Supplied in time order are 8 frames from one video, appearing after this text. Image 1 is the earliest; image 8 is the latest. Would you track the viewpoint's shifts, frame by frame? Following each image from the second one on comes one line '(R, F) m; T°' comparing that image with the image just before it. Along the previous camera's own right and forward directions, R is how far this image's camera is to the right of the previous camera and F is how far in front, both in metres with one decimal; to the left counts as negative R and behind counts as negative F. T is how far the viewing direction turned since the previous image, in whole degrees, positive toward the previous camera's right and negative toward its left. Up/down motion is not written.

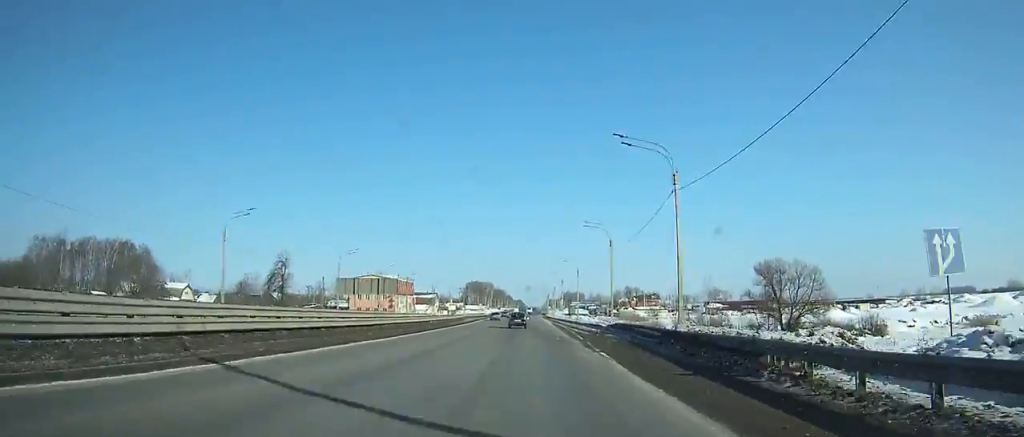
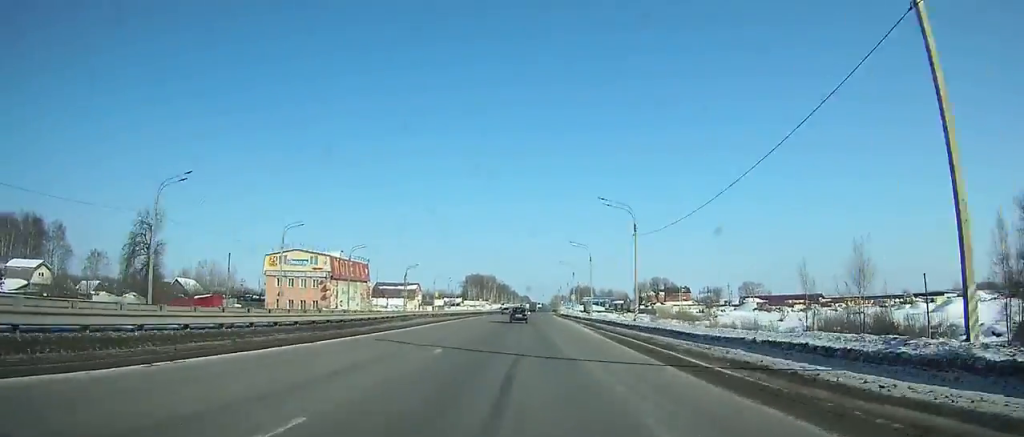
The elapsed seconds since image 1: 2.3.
(-0.2, +48.3) m; 0°
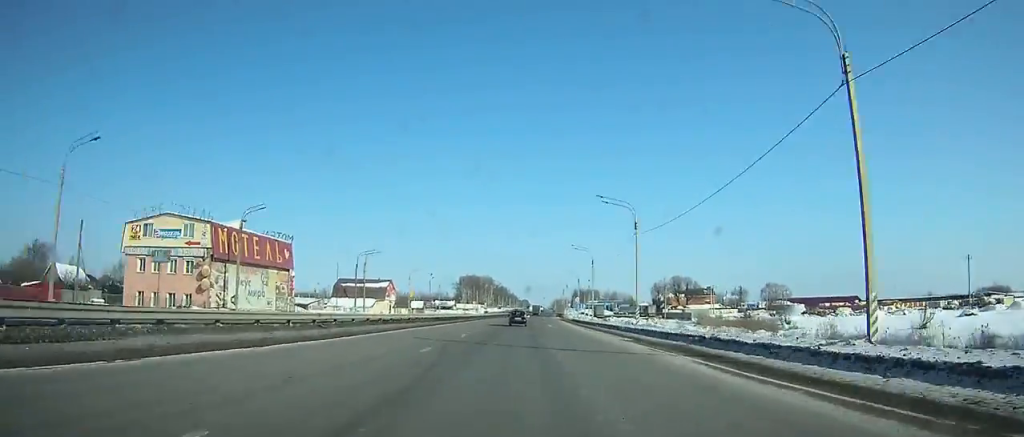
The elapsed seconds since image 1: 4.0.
(-0.2, +35.9) m; 0°
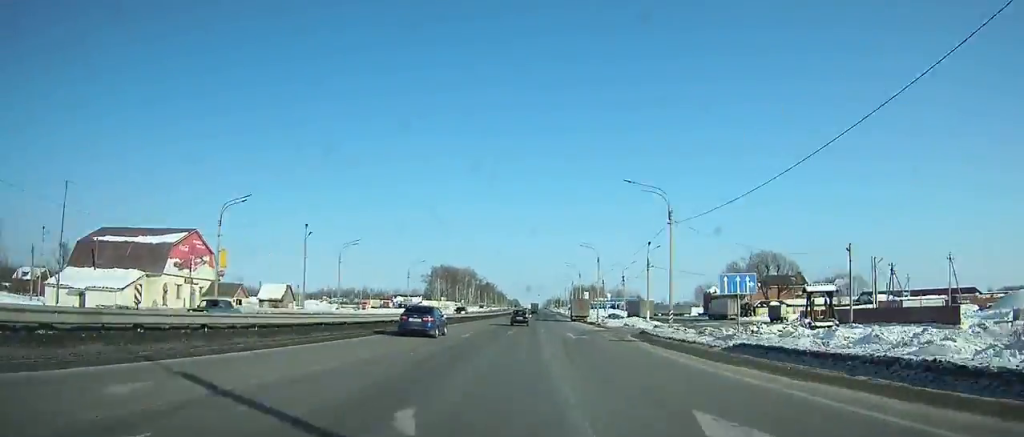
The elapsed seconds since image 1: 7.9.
(+0.1, +83.5) m; 0°
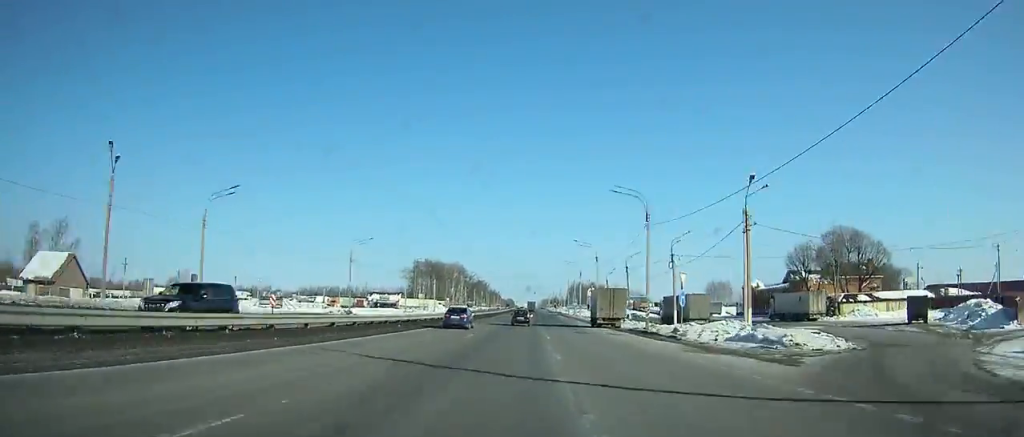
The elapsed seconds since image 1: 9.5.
(+0.3, +34.5) m; 0°
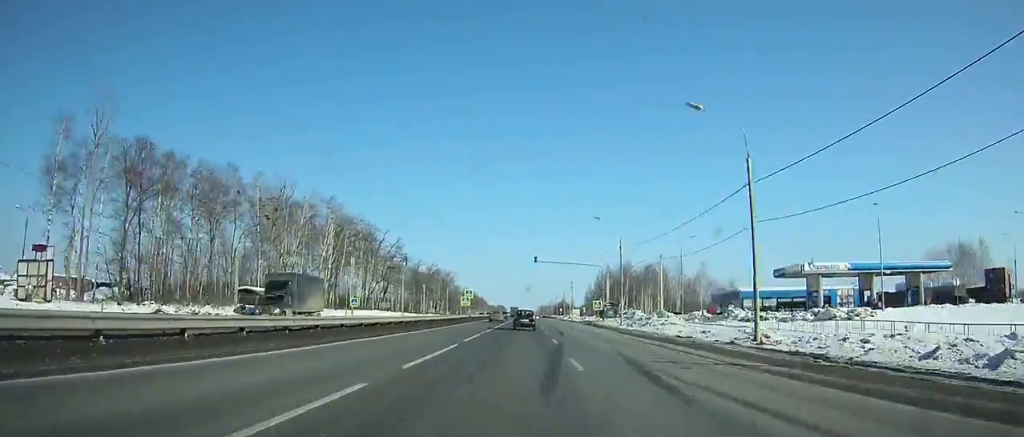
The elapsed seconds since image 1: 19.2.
(+2.9, +208.3) m; +1°
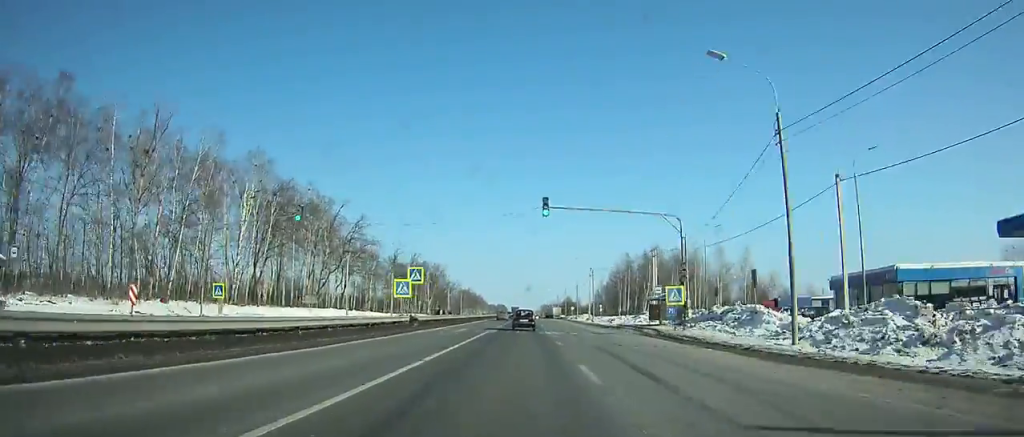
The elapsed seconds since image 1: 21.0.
(-0.2, +38.6) m; 0°
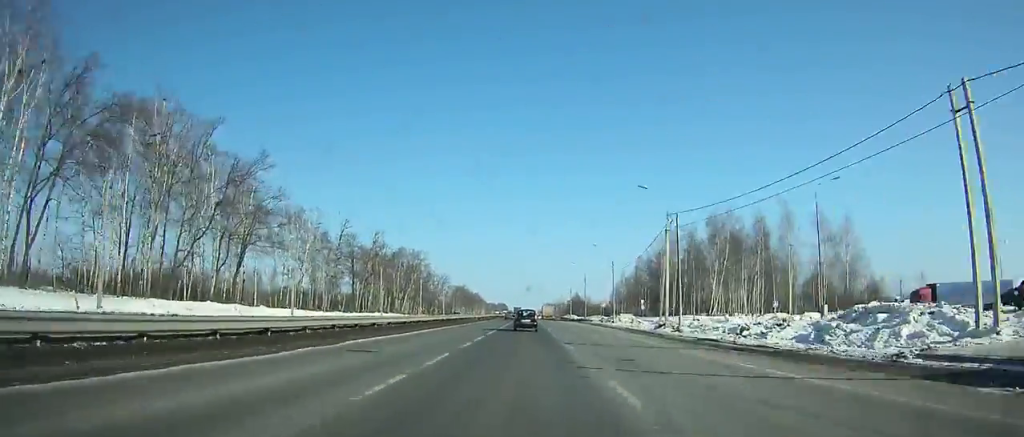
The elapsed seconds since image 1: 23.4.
(-0.1, +51.5) m; 0°
